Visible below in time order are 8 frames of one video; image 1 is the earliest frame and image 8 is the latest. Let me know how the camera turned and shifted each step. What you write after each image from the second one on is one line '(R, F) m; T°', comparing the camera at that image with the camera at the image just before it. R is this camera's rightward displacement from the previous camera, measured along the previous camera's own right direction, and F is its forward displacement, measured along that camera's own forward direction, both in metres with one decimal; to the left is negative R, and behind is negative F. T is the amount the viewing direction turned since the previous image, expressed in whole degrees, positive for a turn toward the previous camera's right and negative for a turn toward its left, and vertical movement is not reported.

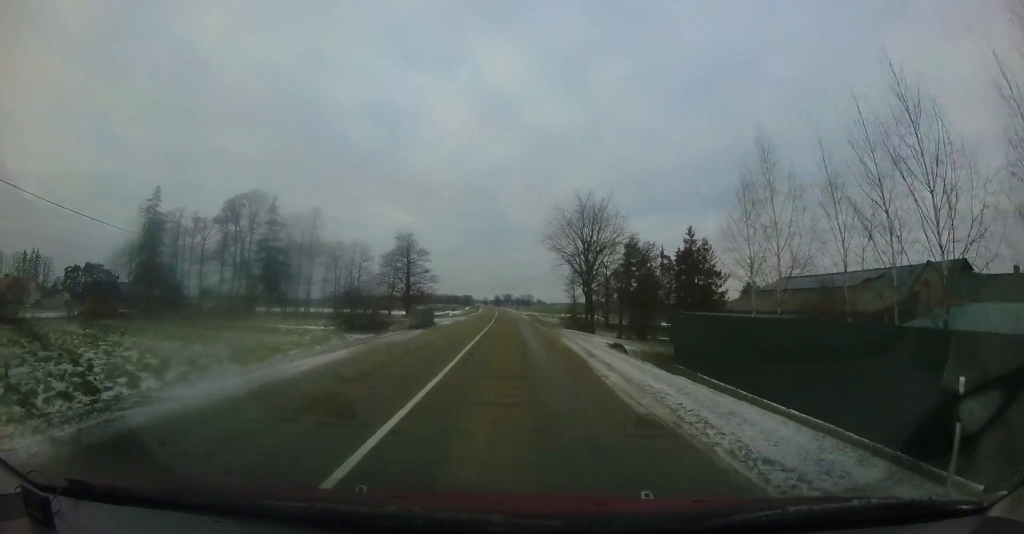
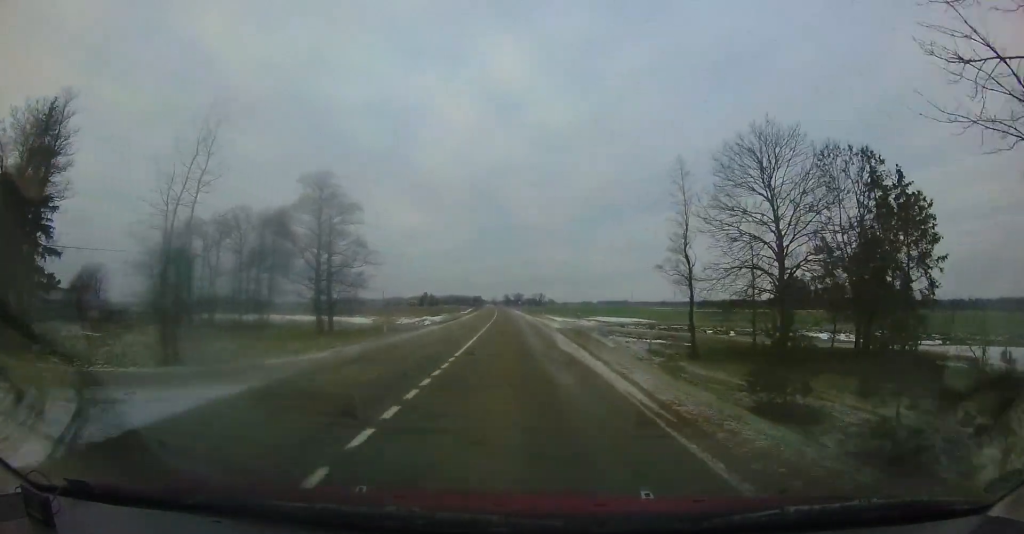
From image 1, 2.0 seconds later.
(0.0, +32.4) m; -2°
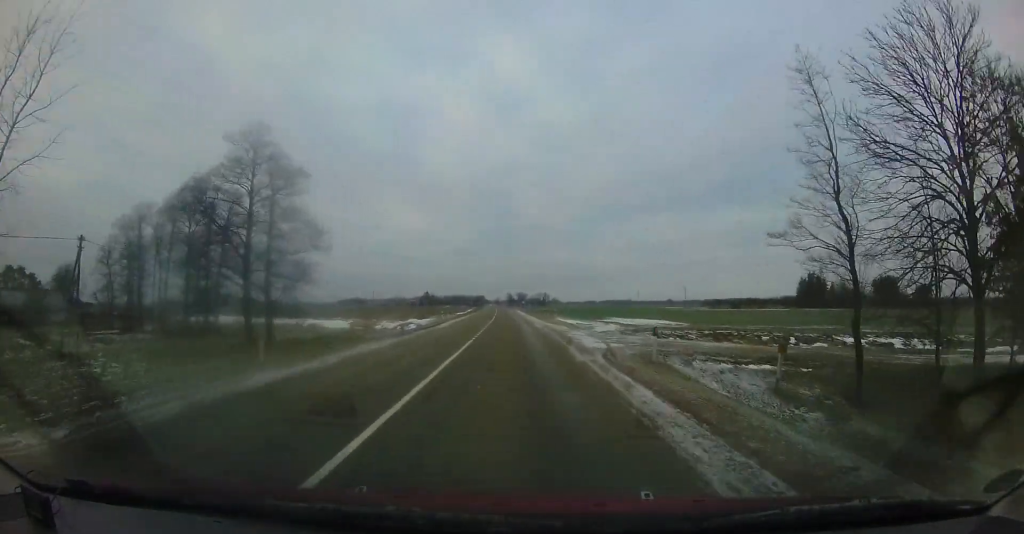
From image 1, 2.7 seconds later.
(0.0, +10.1) m; -1°
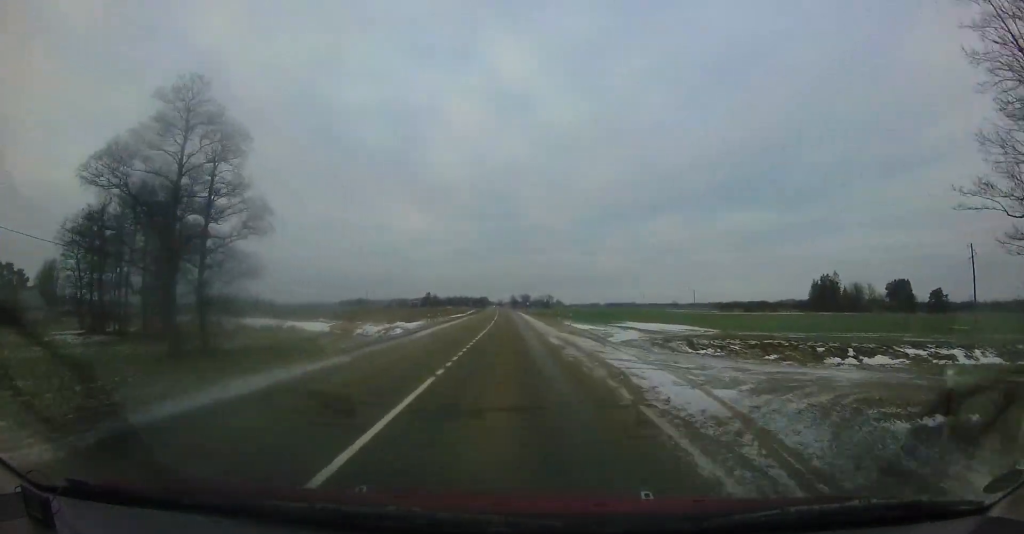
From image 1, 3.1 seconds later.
(0.0, +6.9) m; -1°
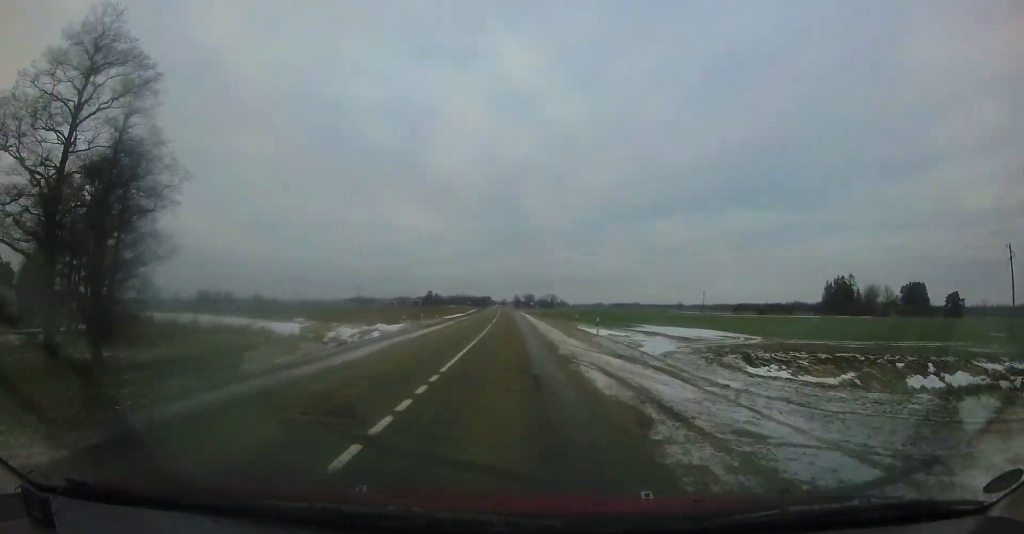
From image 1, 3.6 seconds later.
(-0.2, +7.5) m; 0°
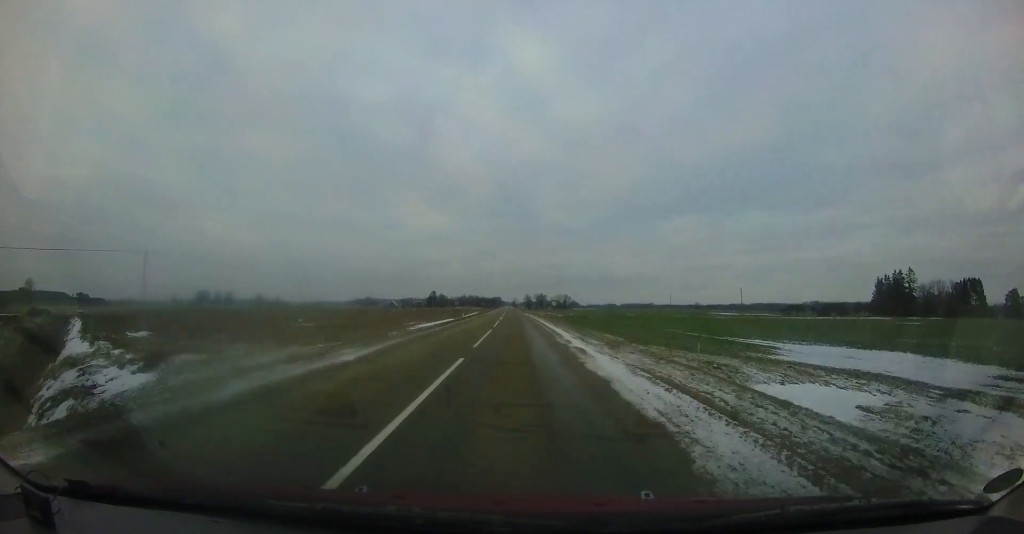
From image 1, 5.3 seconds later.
(-0.1, +27.4) m; -1°
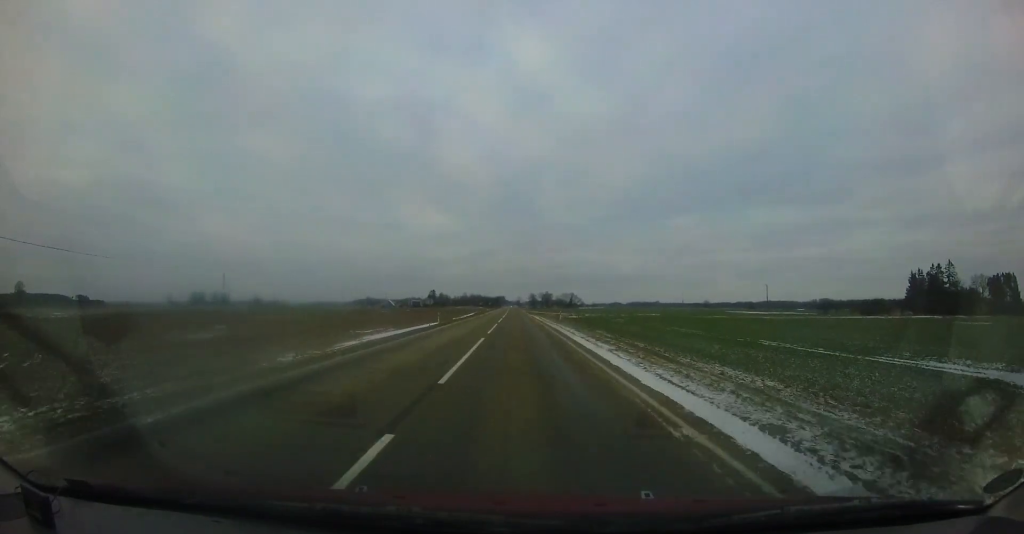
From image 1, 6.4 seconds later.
(-0.4, +17.9) m; -2°
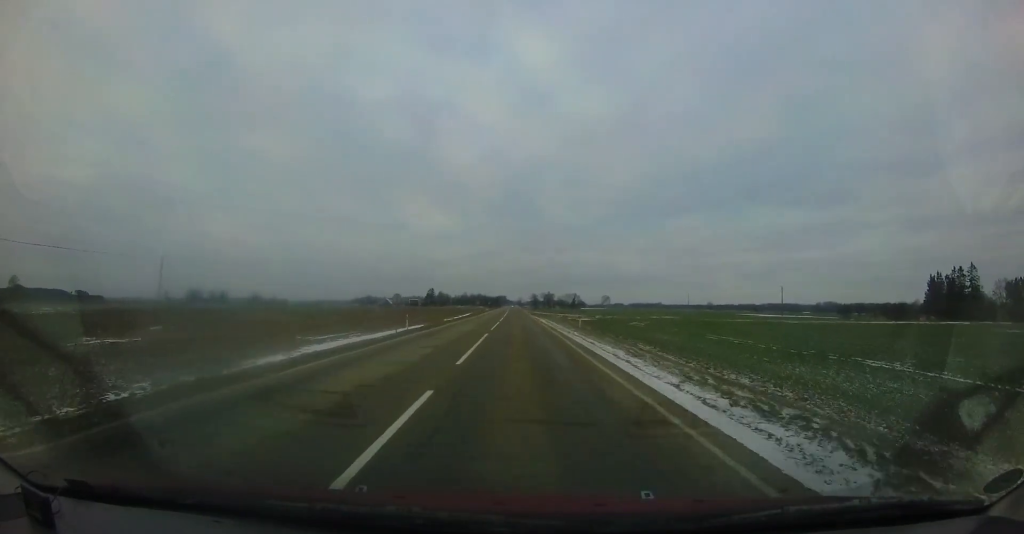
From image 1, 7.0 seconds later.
(0.0, +9.8) m; 0°
